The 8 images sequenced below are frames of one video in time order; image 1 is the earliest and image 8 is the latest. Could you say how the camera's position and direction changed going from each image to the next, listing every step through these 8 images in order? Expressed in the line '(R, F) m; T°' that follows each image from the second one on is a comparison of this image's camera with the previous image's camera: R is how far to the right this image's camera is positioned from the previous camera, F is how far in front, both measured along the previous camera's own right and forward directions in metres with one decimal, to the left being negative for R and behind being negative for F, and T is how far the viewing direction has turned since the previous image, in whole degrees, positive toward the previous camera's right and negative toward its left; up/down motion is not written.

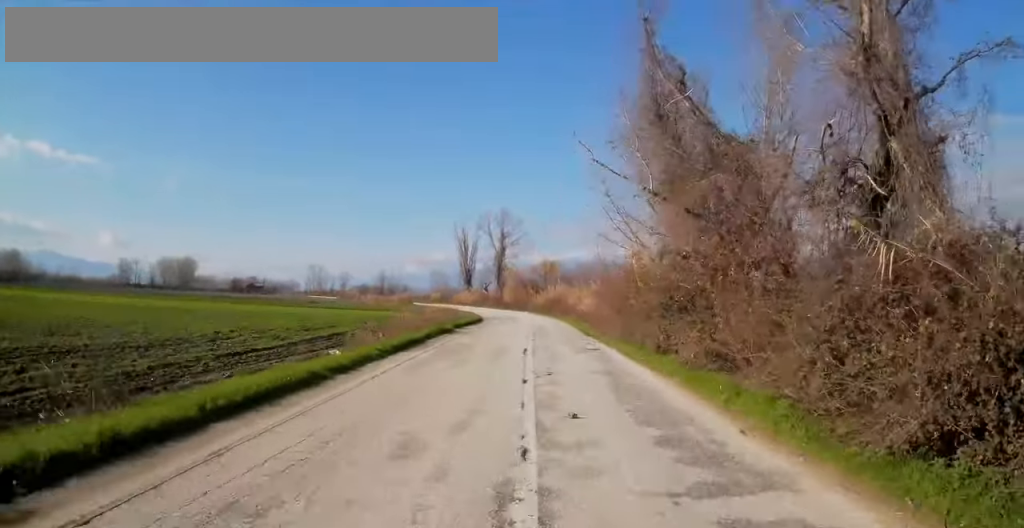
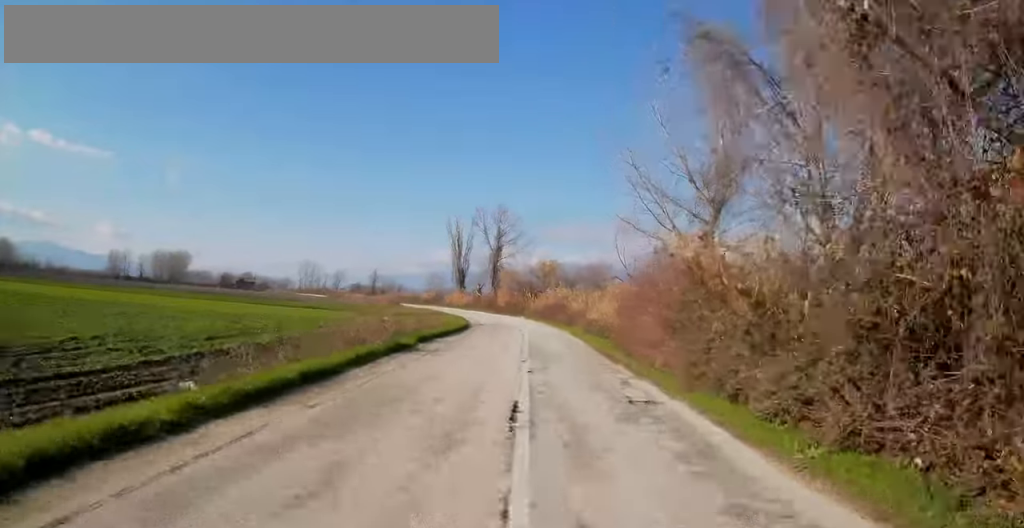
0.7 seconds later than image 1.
(+0.1, +10.2) m; +1°
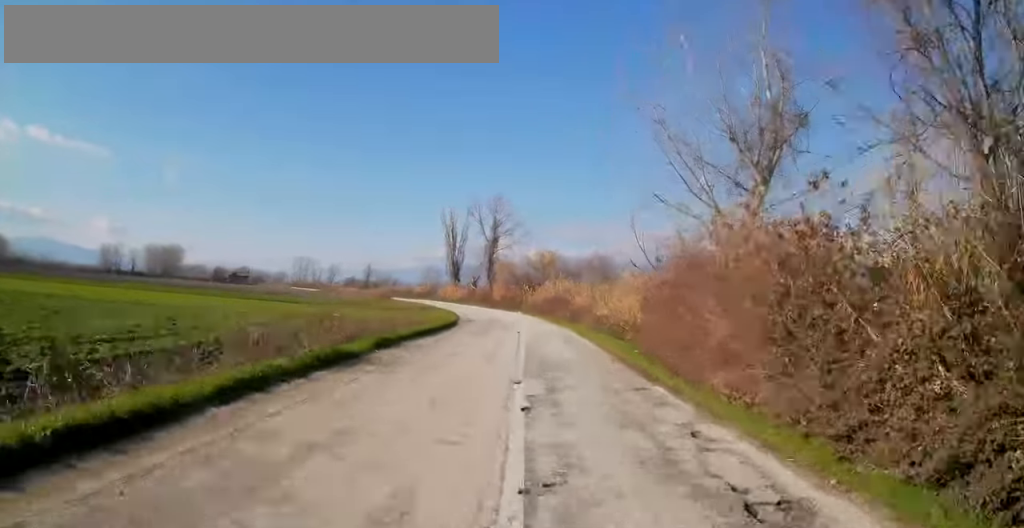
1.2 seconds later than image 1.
(0.0, +6.4) m; 0°
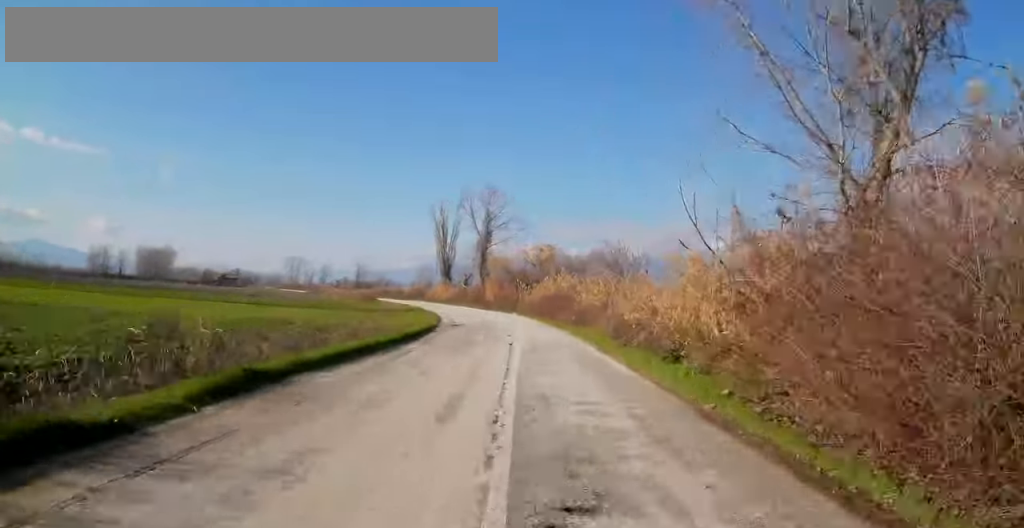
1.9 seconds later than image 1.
(+0.2, +9.5) m; -1°
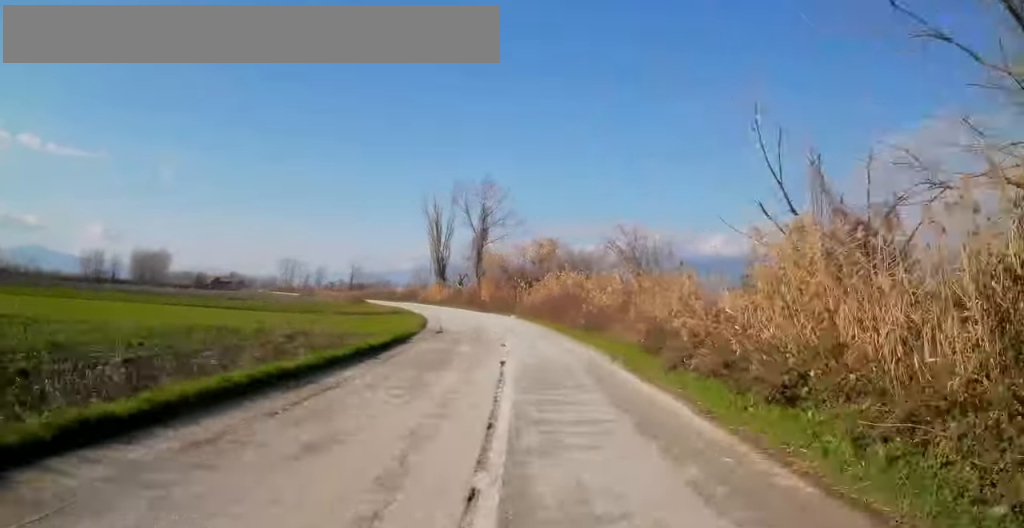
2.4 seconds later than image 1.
(-0.1, +6.7) m; -1°
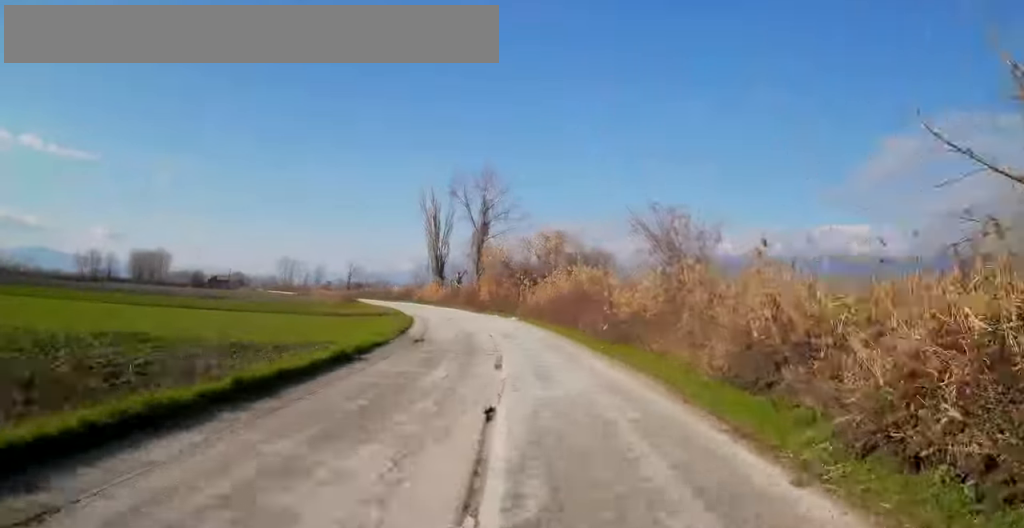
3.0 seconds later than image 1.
(-0.2, +7.6) m; -1°
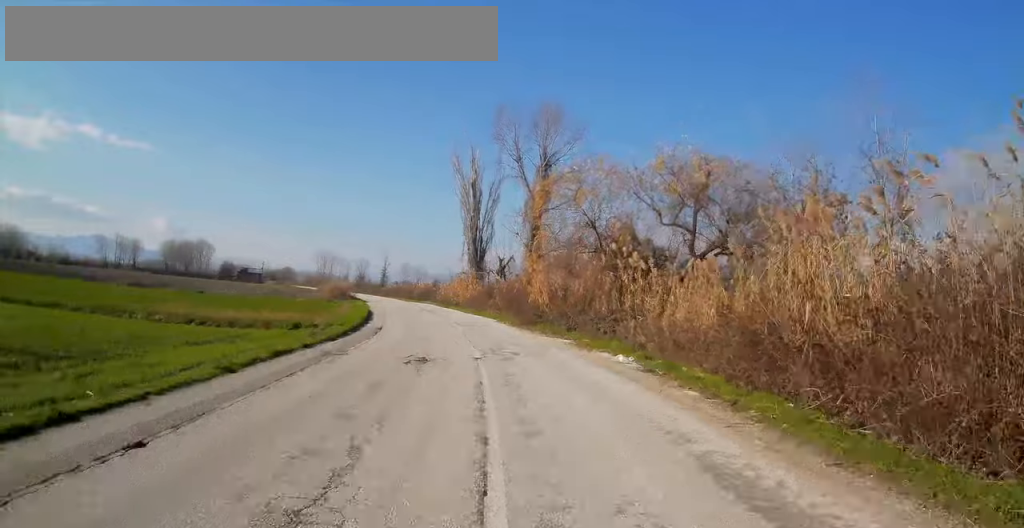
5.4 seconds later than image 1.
(-0.9, +33.2) m; -6°
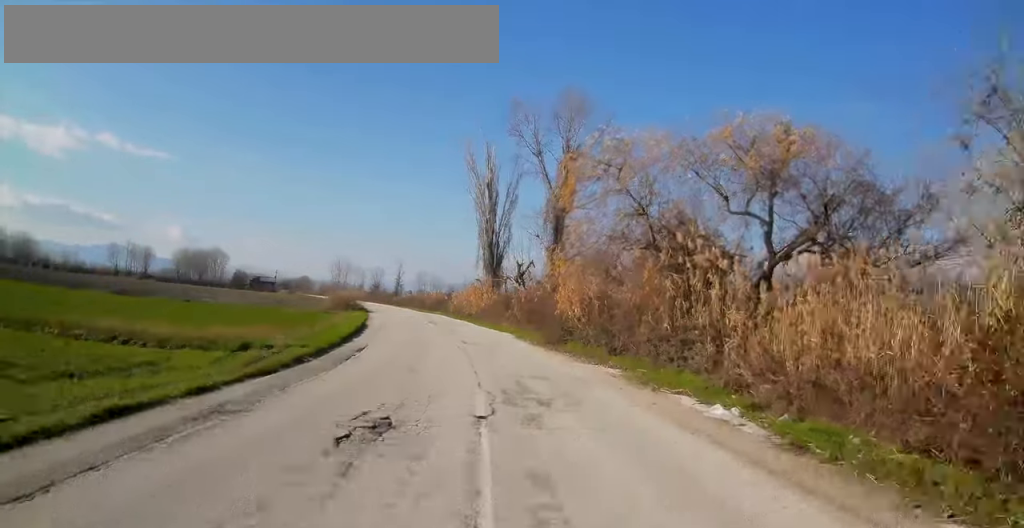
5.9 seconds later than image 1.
(-0.3, +6.7) m; -2°
